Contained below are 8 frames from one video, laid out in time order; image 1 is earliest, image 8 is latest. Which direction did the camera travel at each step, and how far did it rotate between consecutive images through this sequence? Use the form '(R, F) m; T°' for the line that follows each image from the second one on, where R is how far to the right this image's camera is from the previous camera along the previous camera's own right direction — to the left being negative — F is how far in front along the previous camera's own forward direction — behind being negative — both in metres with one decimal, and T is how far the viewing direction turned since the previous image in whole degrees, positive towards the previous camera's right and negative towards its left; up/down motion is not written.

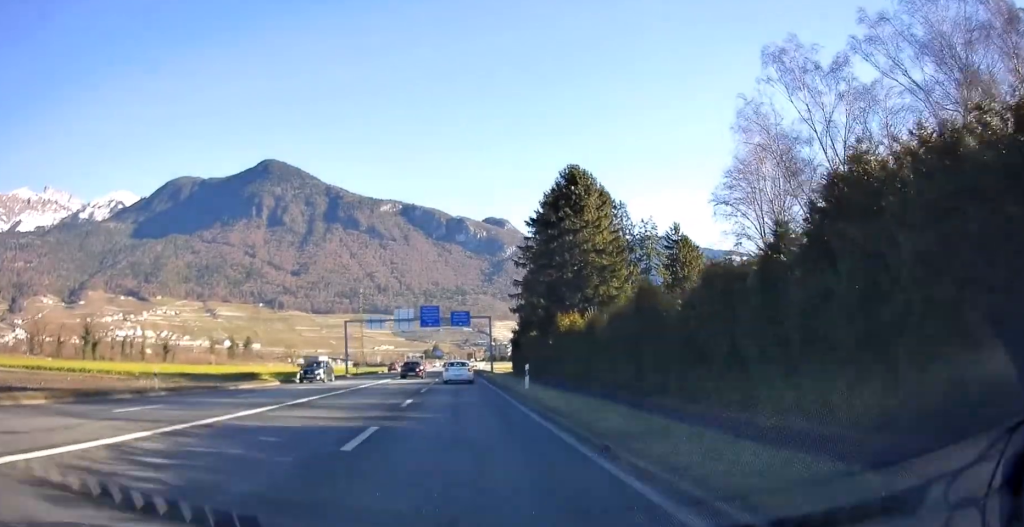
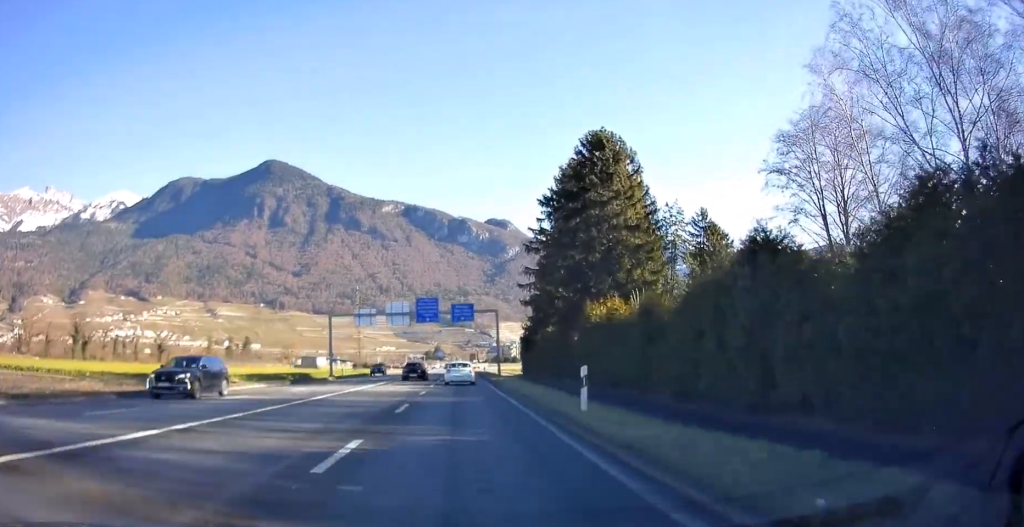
(0.0, +10.9) m; 0°
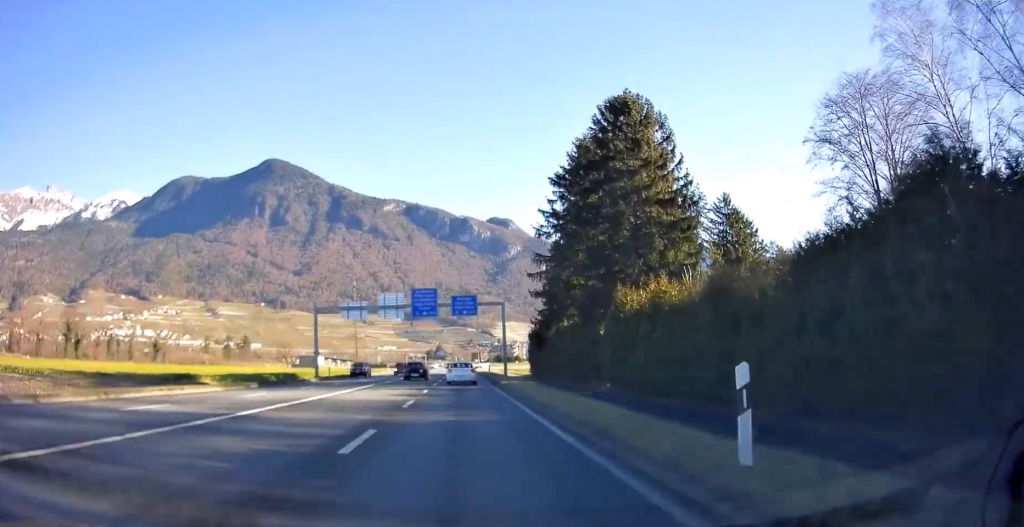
(0.0, +7.2) m; 0°
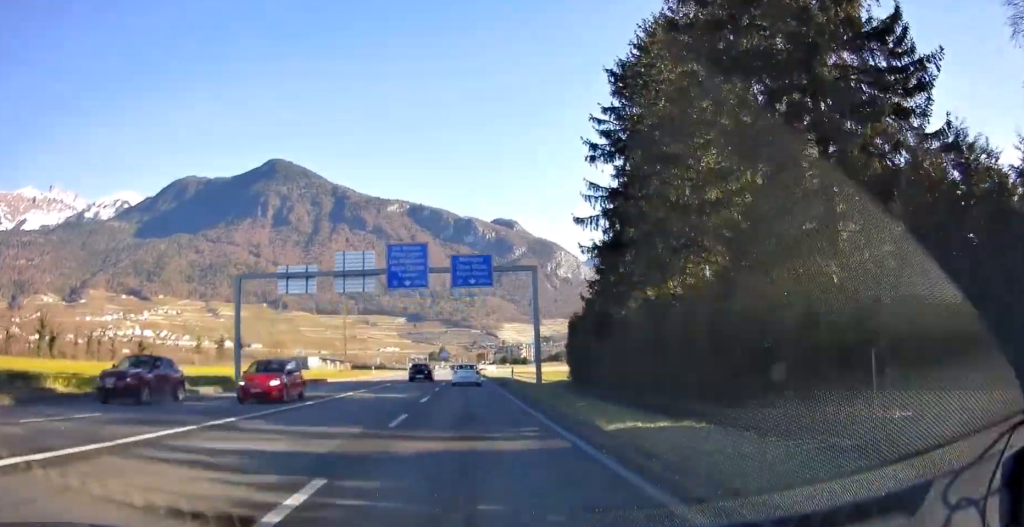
(0.0, +22.6) m; 0°
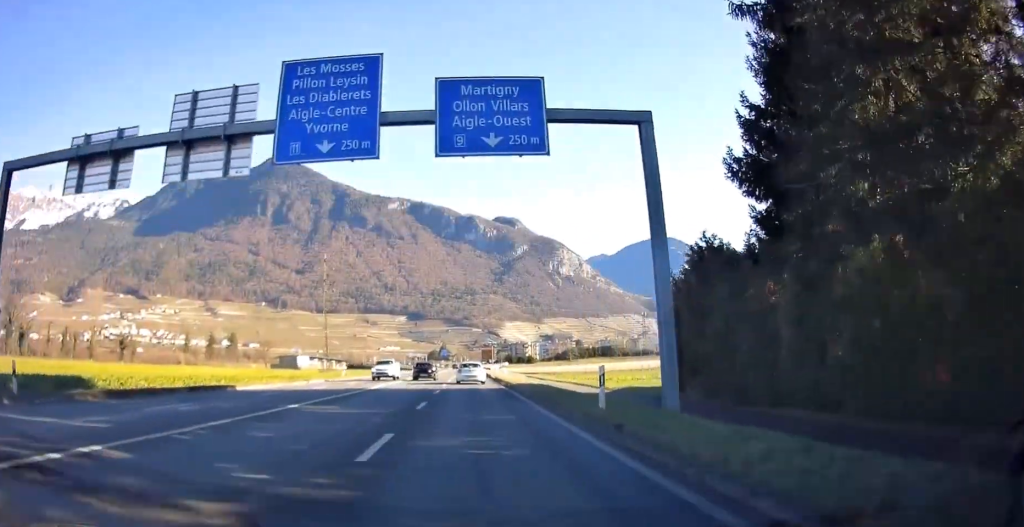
(0.0, +22.9) m; 0°
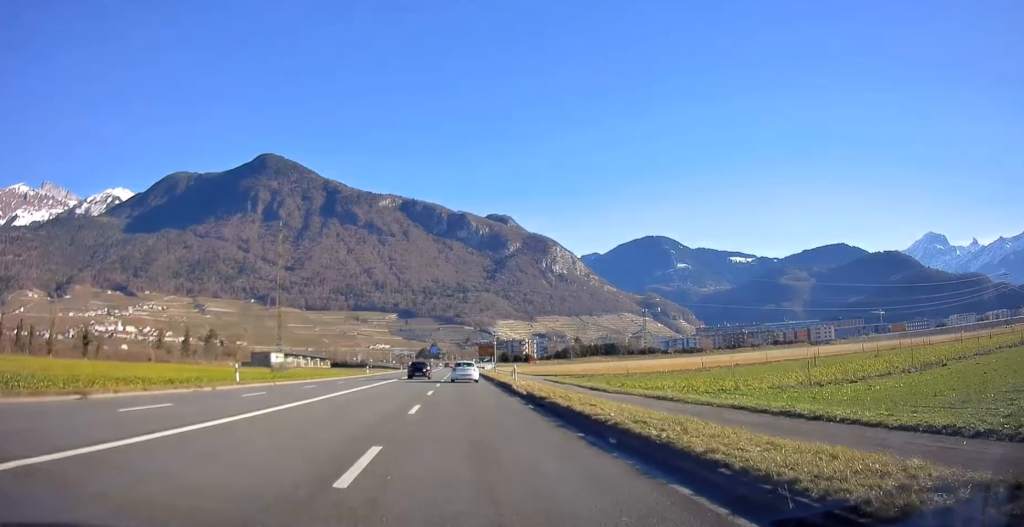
(0.0, +28.1) m; 0°
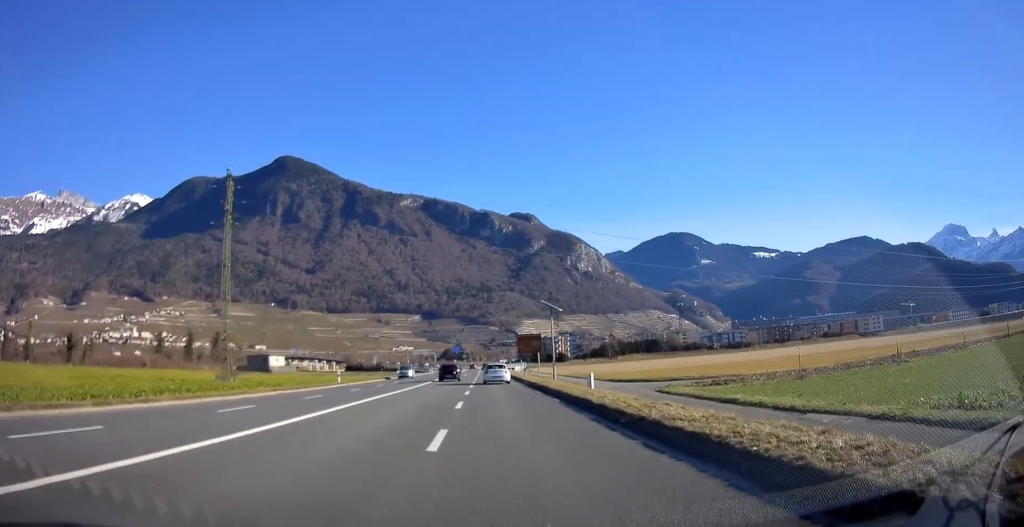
(+0.1, +32.8) m; -1°
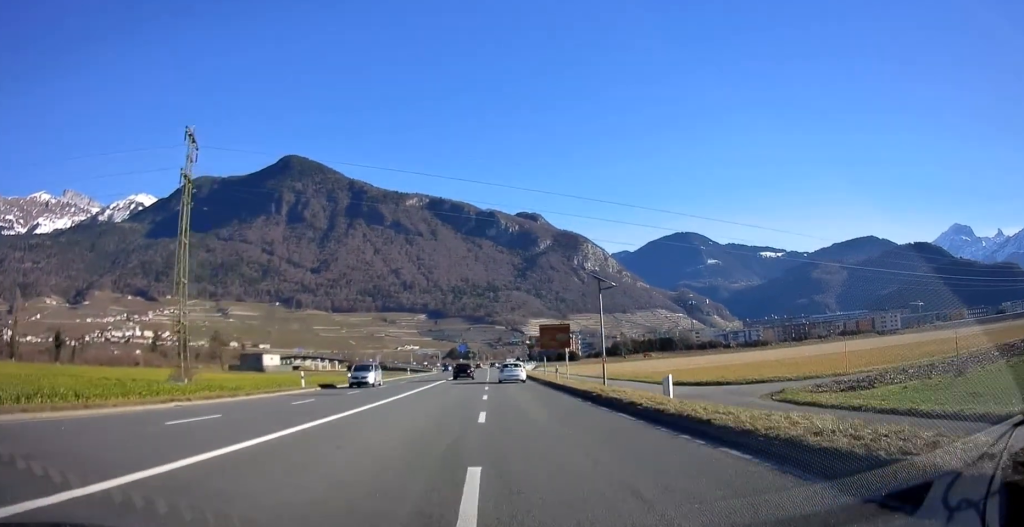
(-0.3, +13.0) m; -1°
